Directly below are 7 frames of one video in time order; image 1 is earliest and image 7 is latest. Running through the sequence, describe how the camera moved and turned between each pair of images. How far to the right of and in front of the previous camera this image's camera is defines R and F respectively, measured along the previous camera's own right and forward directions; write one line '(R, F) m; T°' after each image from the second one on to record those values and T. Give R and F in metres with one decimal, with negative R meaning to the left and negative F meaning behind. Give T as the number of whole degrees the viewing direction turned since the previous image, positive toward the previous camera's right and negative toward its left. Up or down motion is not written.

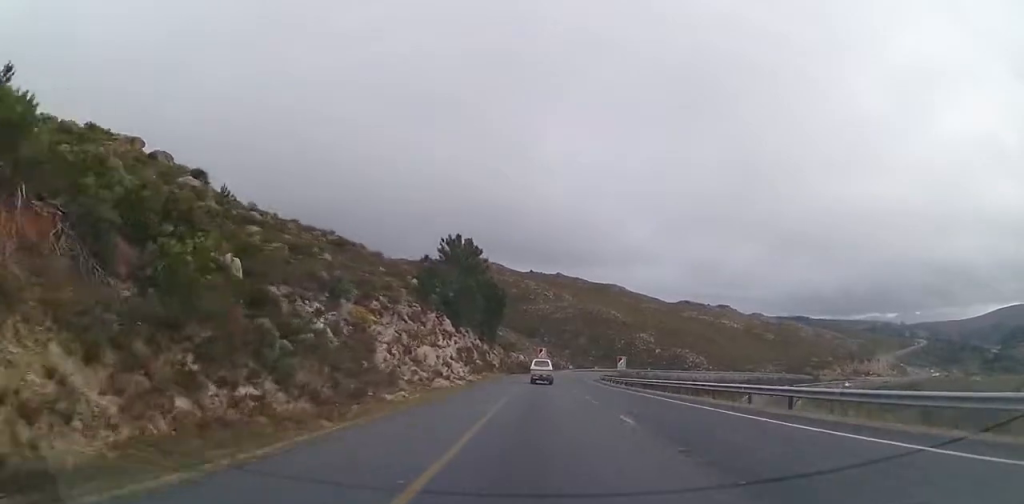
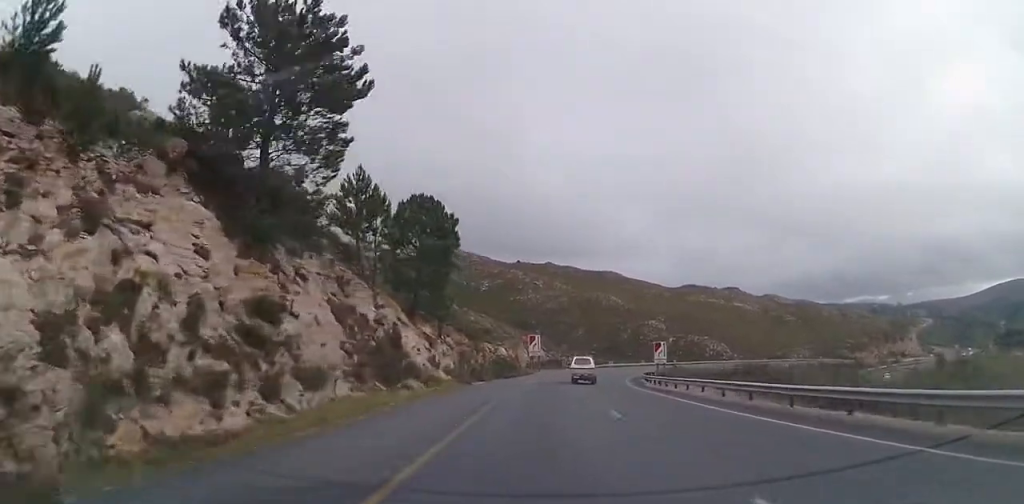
(+1.9, +47.1) m; +6°
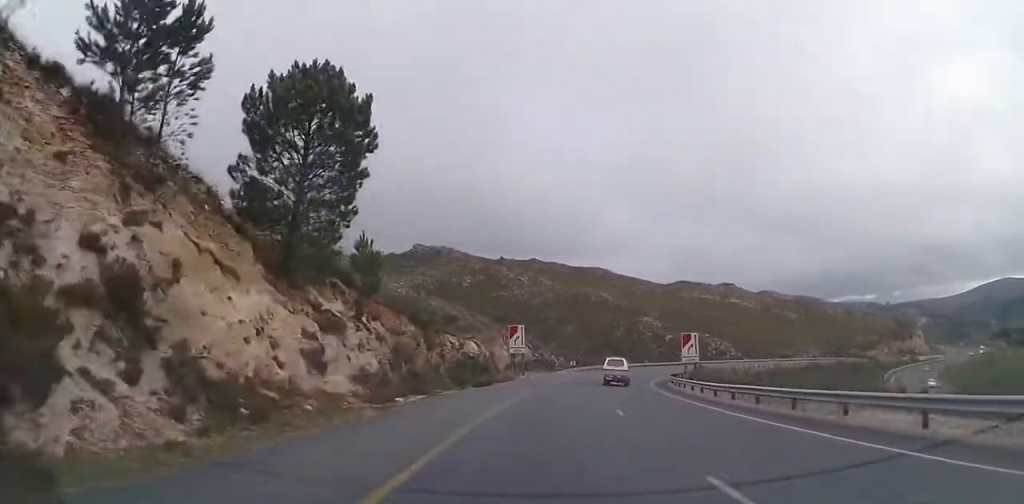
(+0.9, +22.7) m; +2°
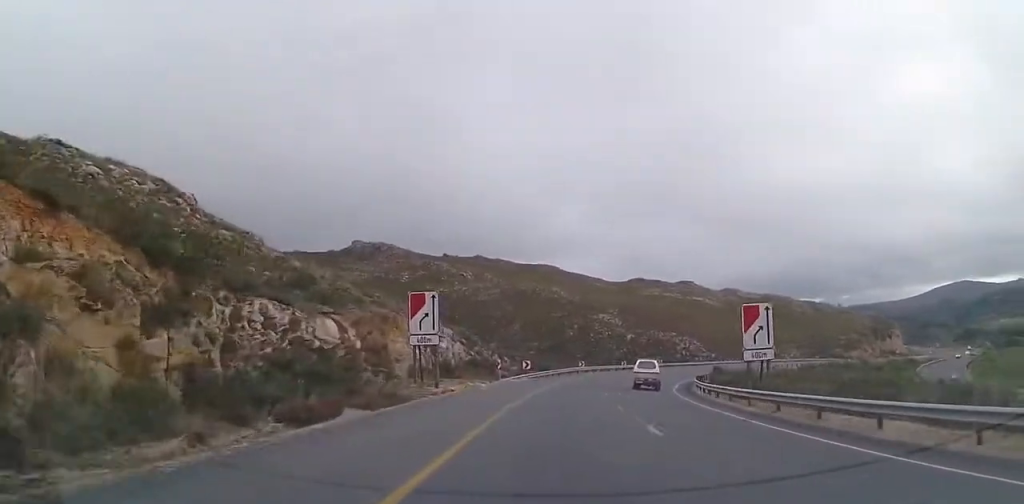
(+0.1, +29.3) m; 0°
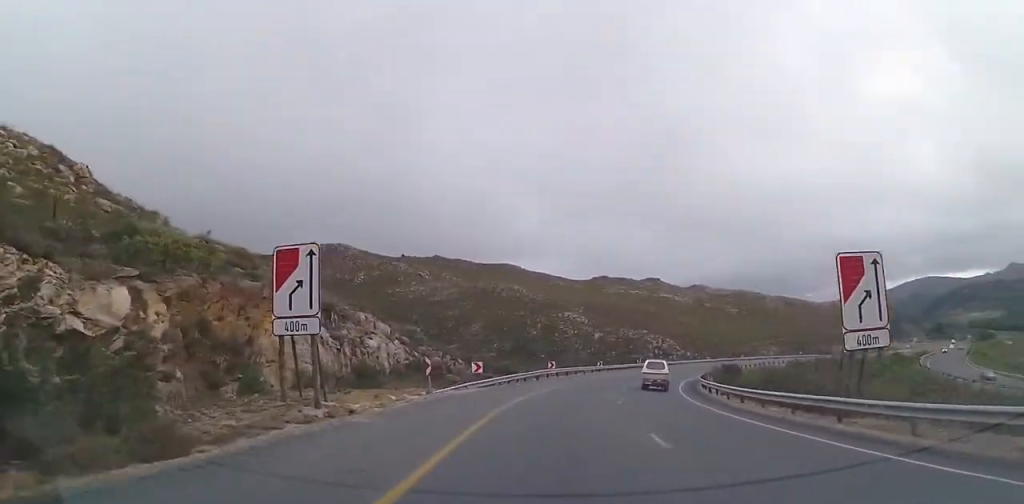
(0.0, +13.6) m; 0°
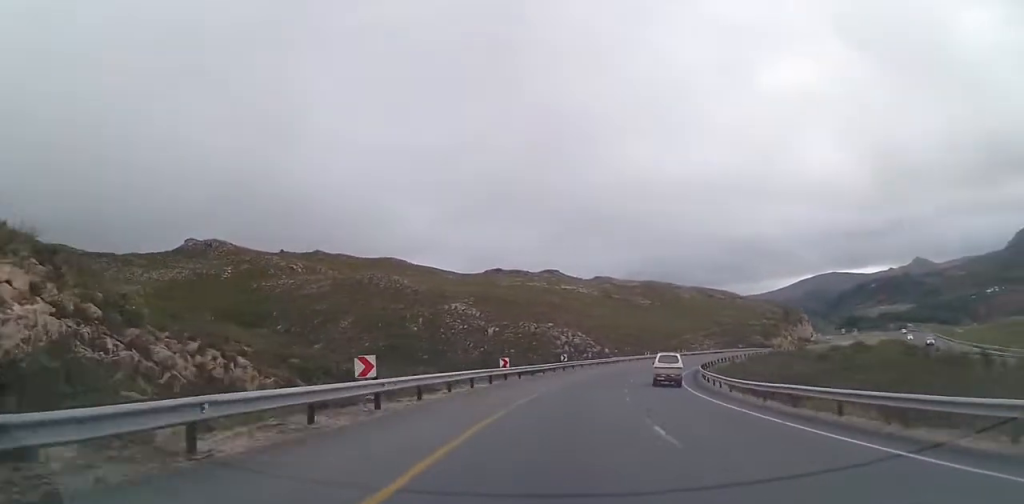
(0.0, +35.1) m; +8°
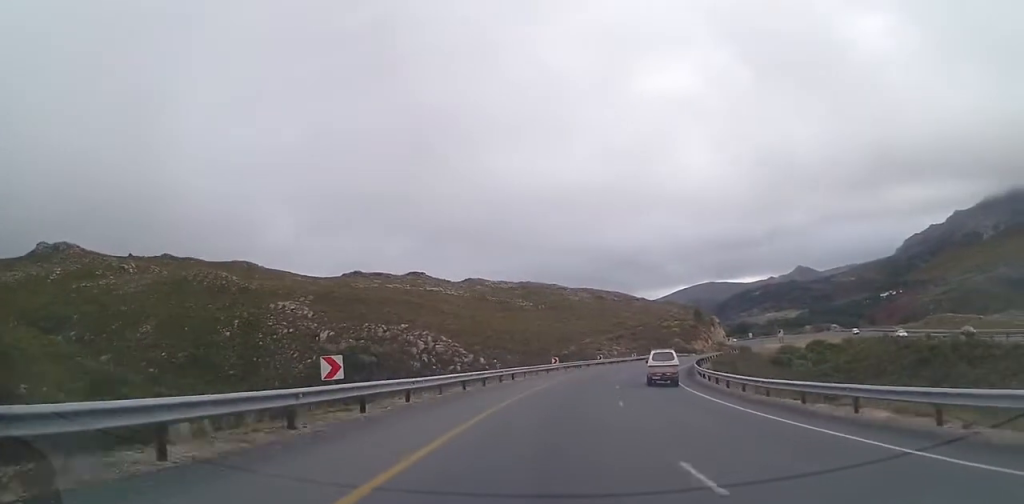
(+7.4, +40.5) m; +19°
